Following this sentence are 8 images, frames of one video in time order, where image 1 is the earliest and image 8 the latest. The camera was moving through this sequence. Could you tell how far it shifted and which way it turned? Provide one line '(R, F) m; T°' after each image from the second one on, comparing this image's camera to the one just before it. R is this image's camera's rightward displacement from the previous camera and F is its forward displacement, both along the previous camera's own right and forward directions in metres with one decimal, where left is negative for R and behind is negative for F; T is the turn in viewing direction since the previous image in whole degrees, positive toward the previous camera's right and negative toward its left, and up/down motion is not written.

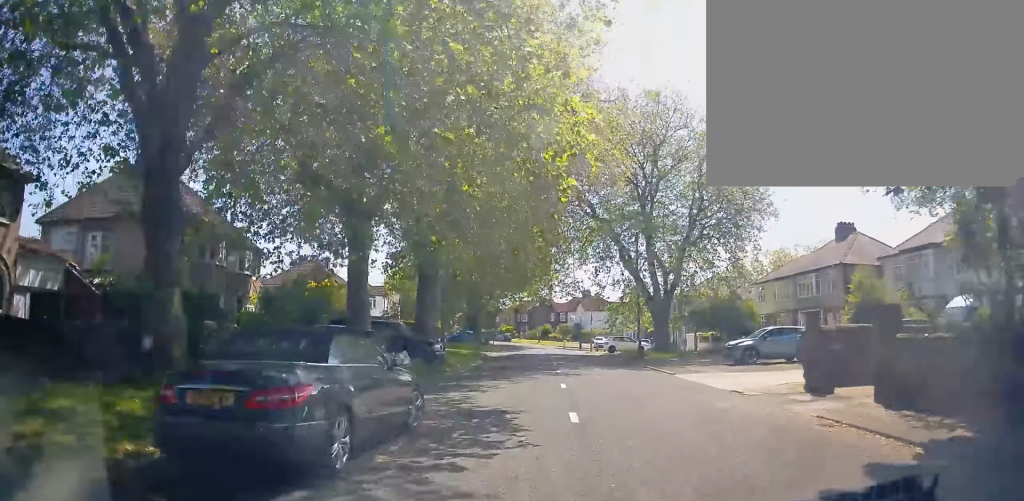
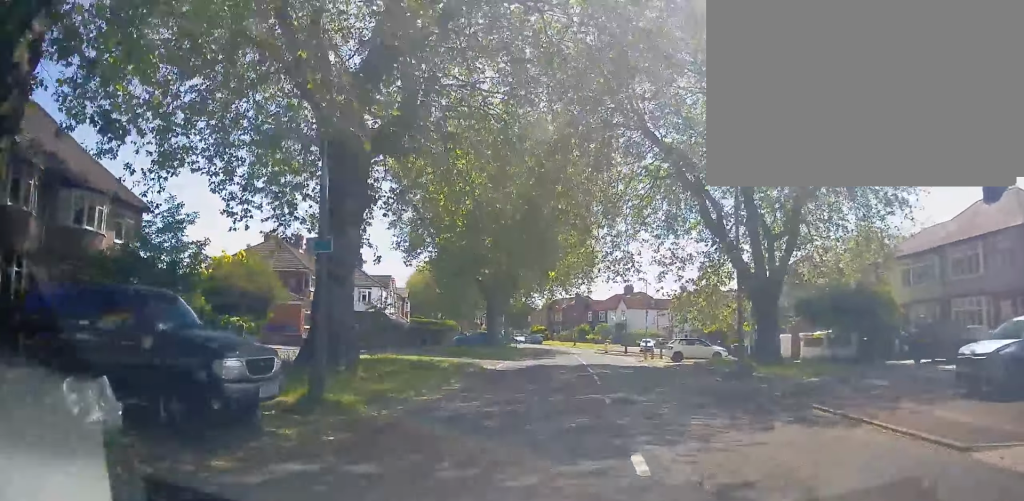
(-0.4, +16.6) m; -5°
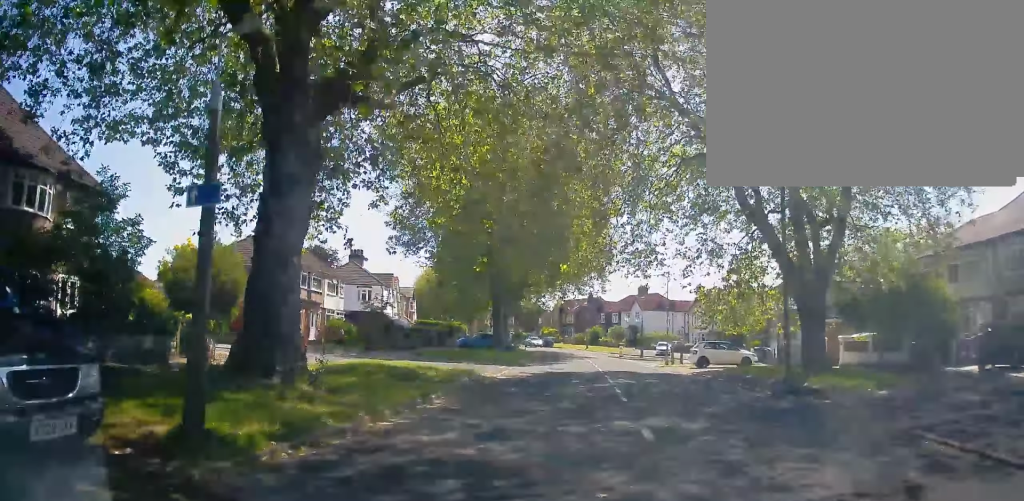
(-0.3, +4.0) m; -1°
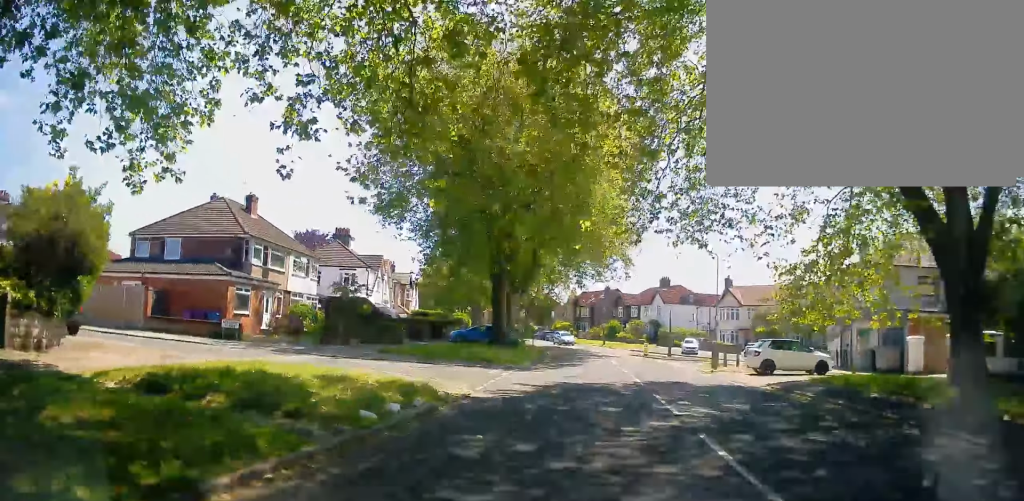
(-0.2, +9.0) m; -1°
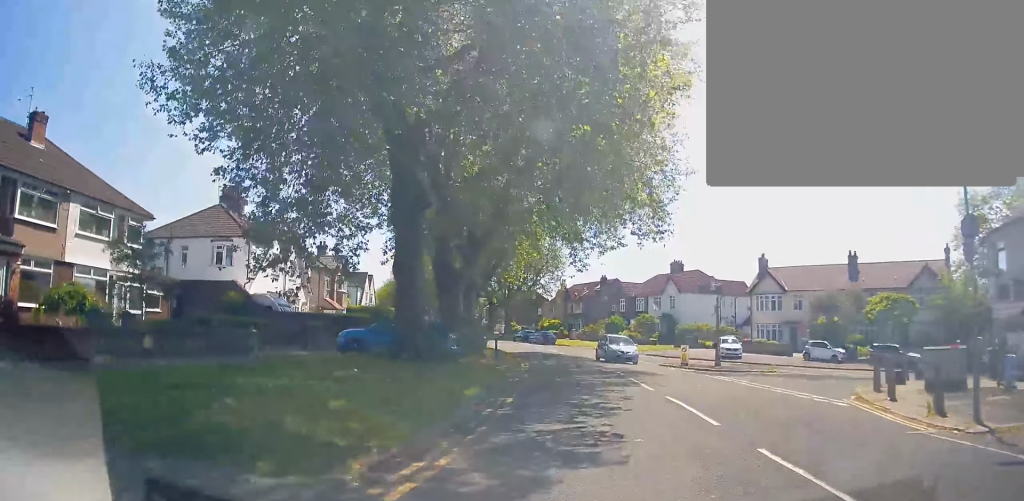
(0.0, +19.2) m; +1°
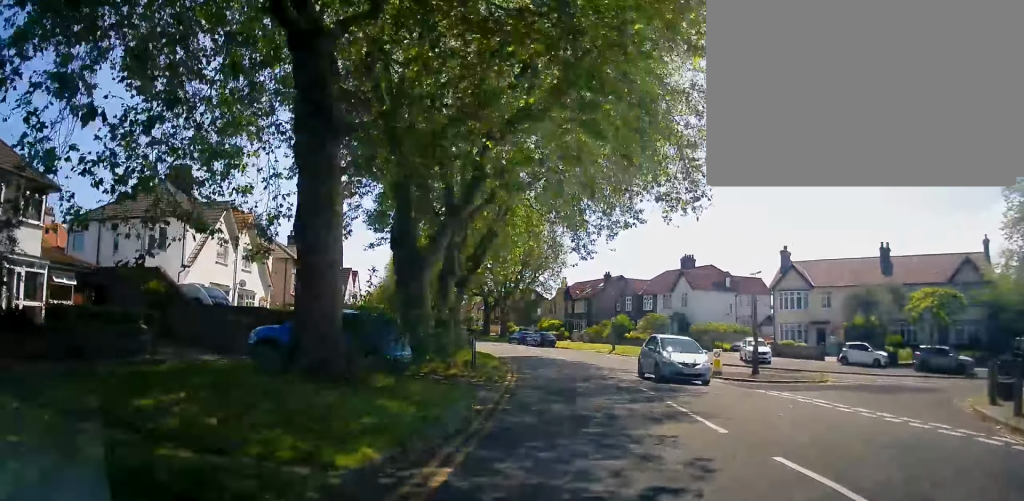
(+0.1, +6.9) m; 0°
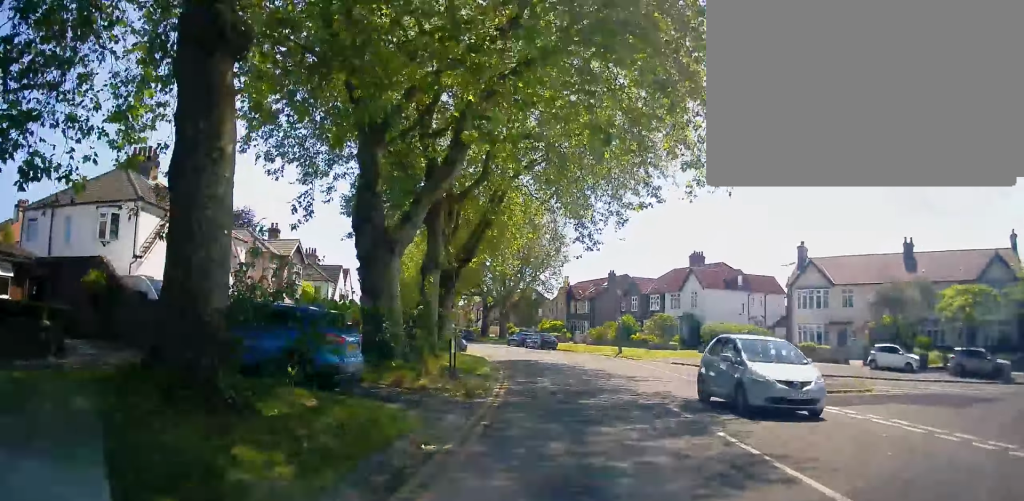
(0.0, +4.2) m; 0°
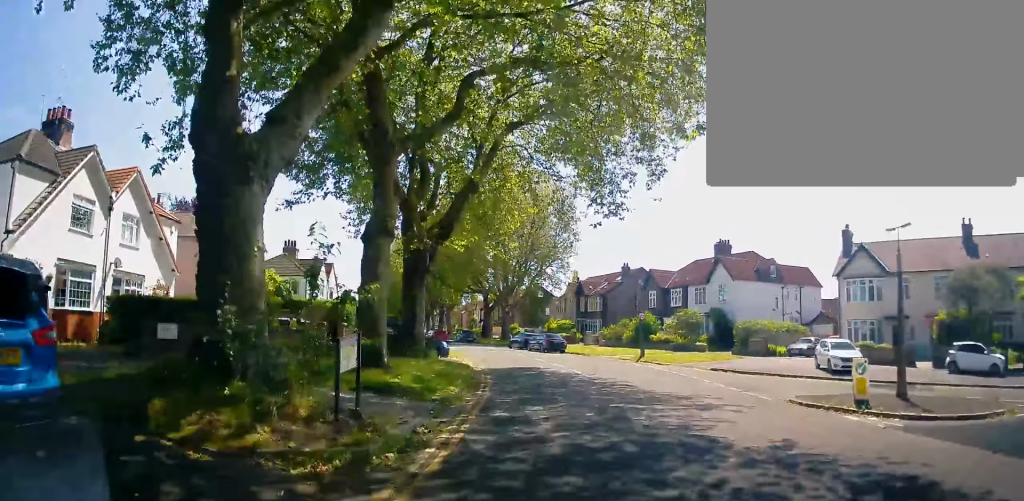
(0.0, +8.6) m; +1°
